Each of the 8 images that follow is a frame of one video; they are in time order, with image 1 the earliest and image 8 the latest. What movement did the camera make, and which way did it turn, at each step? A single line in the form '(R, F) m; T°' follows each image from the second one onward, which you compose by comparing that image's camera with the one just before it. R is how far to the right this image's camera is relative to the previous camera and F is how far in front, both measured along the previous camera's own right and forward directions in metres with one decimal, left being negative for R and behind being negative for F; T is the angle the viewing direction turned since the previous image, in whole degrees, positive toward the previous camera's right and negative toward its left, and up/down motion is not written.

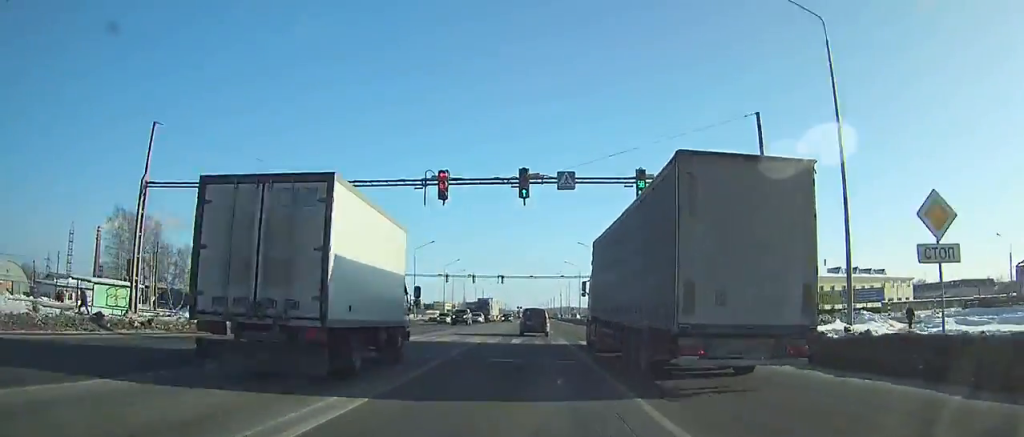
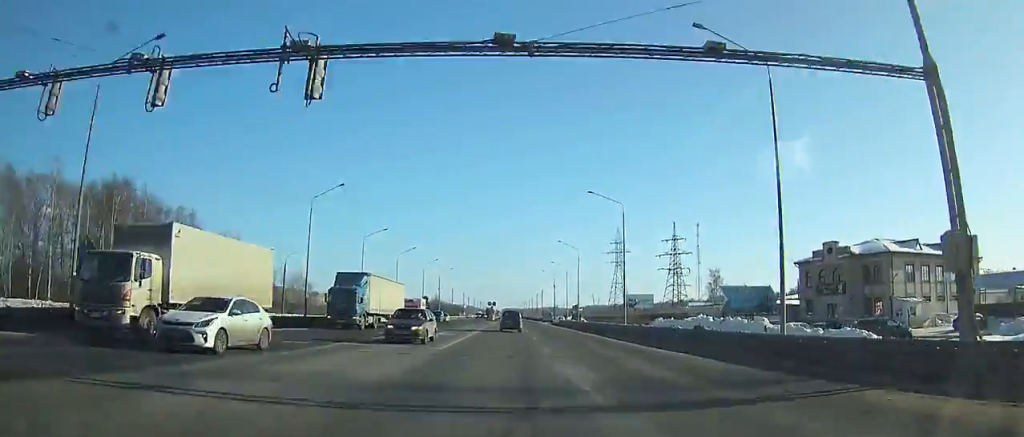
(+0.3, +72.9) m; +1°
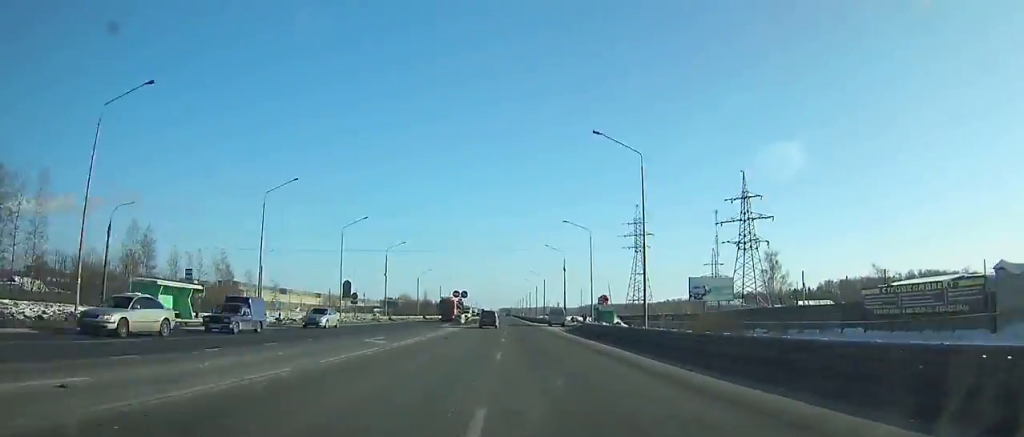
(+0.2, +50.3) m; 0°
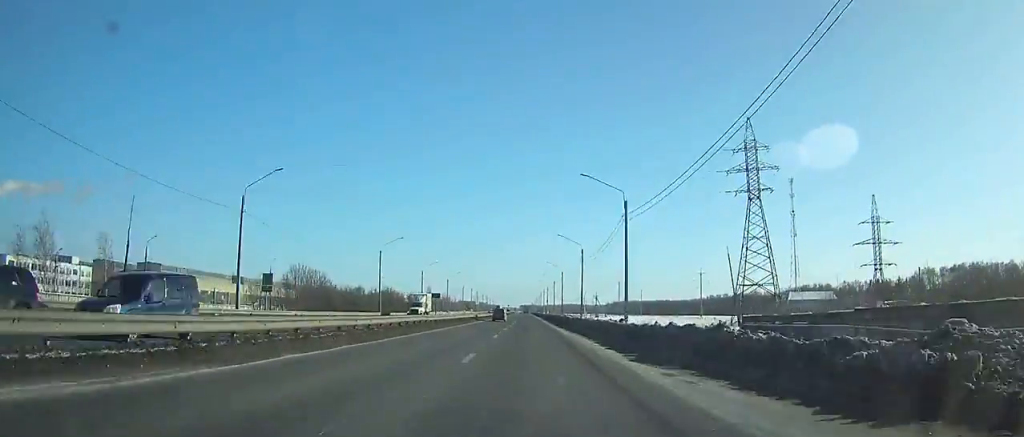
(-0.6, +88.3) m; 0°
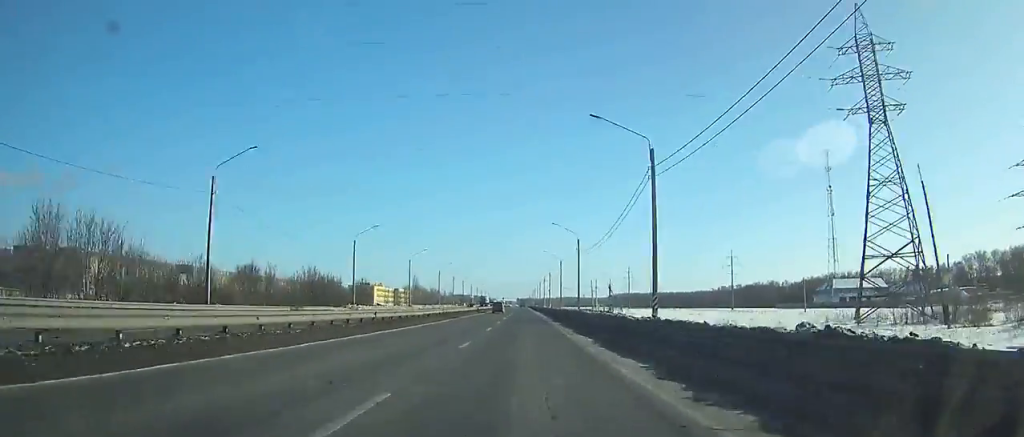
(0.0, +45.4) m; 0°
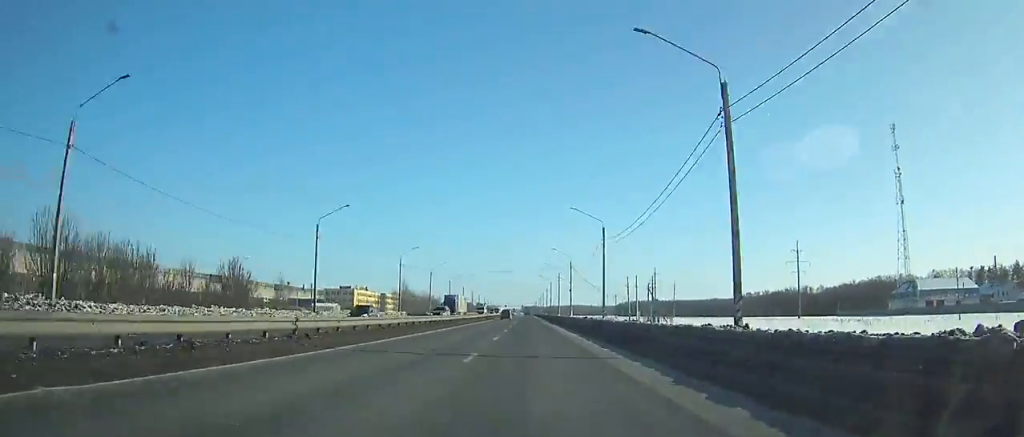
(+0.2, +51.5) m; 0°
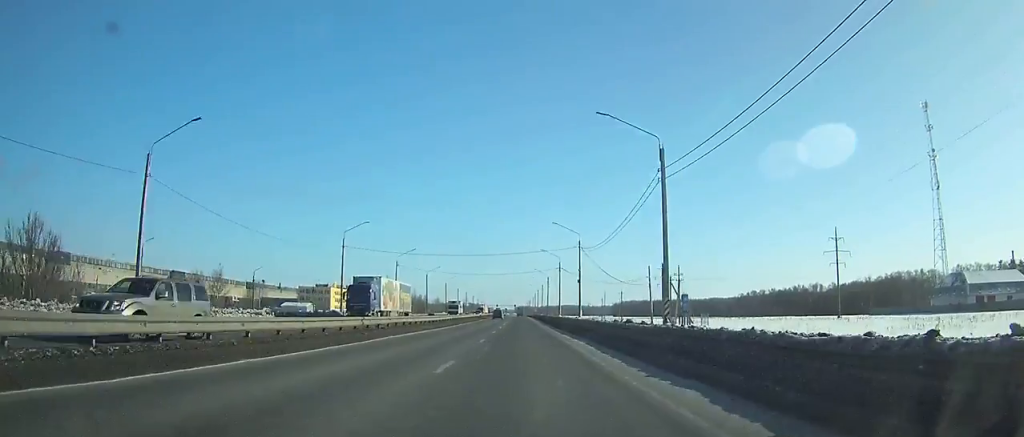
(0.0, +26.7) m; 0°
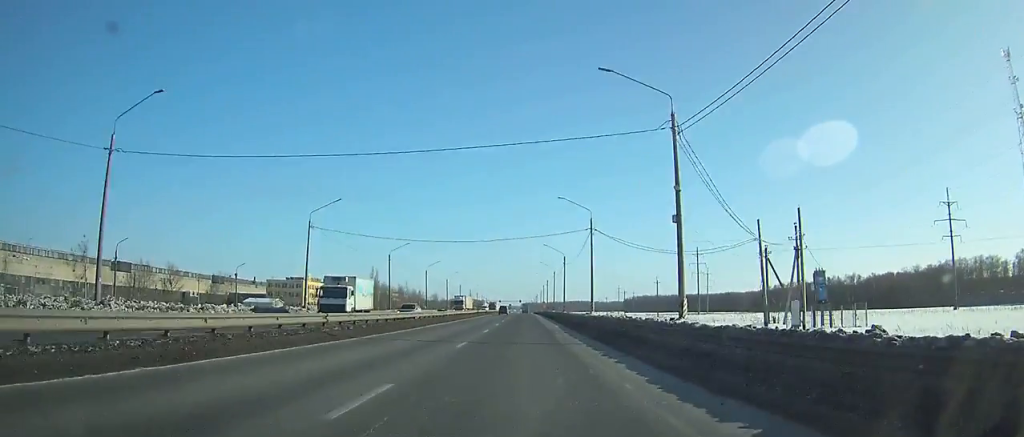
(-0.1, +41.3) m; 0°
